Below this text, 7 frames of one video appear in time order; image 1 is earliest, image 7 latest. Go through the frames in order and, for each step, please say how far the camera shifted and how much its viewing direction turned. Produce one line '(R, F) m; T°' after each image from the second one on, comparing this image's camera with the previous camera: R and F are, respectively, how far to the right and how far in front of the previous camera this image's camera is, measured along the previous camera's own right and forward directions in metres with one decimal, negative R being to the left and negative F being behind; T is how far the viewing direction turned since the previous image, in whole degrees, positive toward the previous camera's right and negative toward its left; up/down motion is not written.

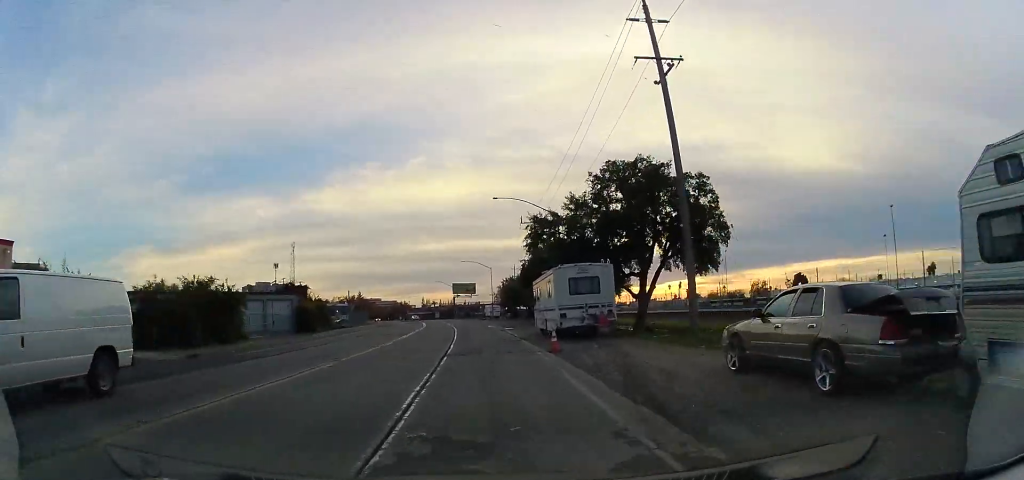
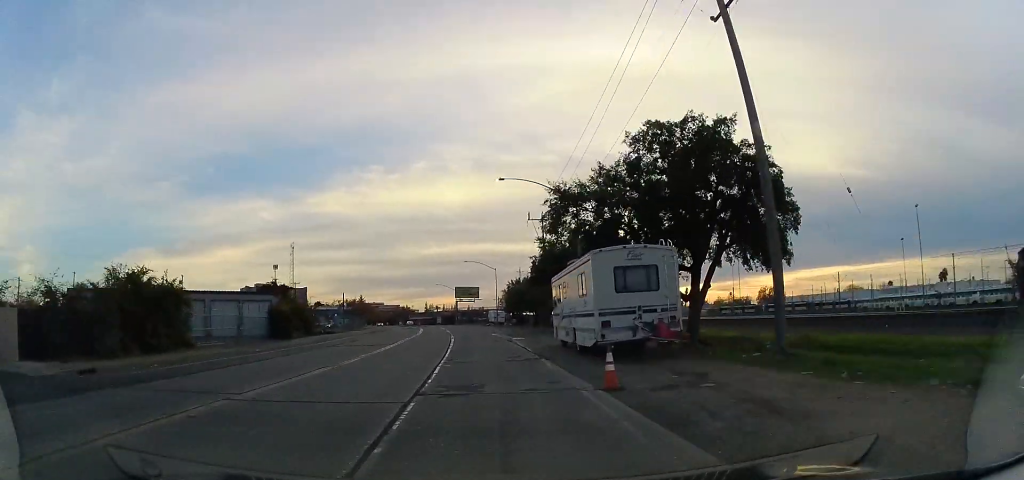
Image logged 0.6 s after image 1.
(-0.1, +7.2) m; -2°
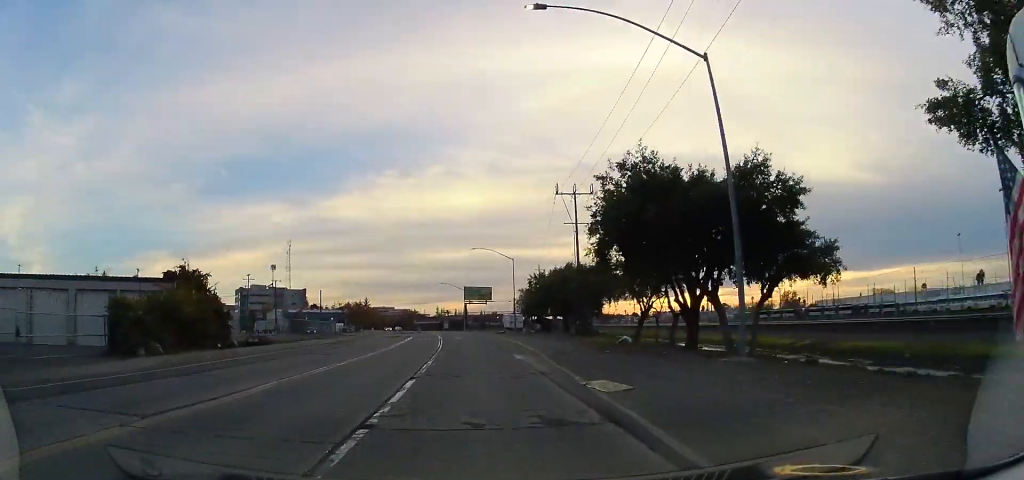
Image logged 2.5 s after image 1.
(-1.1, +21.8) m; -6°
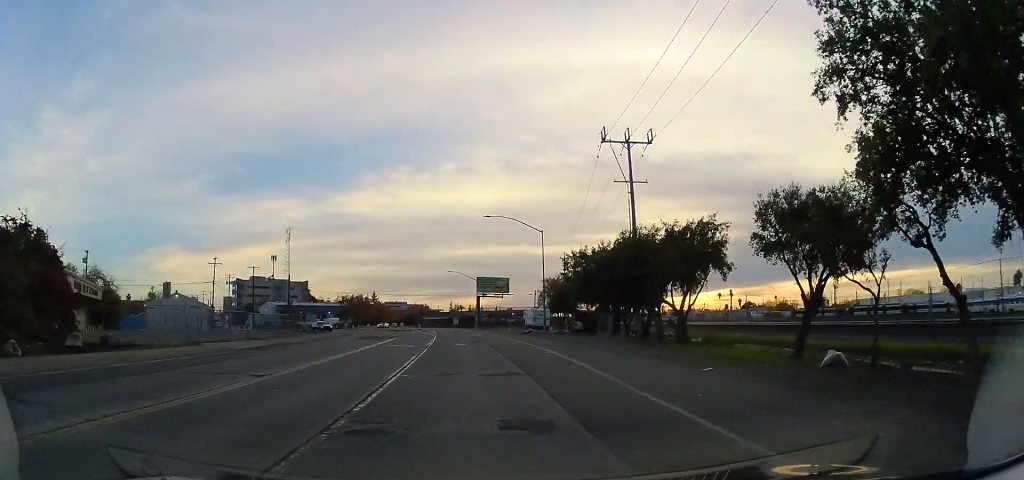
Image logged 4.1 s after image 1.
(-0.1, +19.0) m; +2°
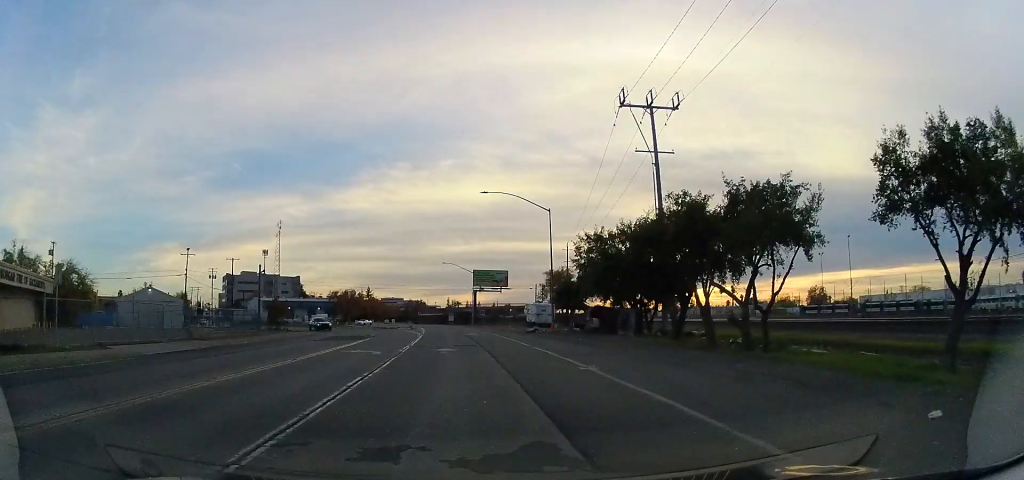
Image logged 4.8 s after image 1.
(+0.2, +7.7) m; 0°
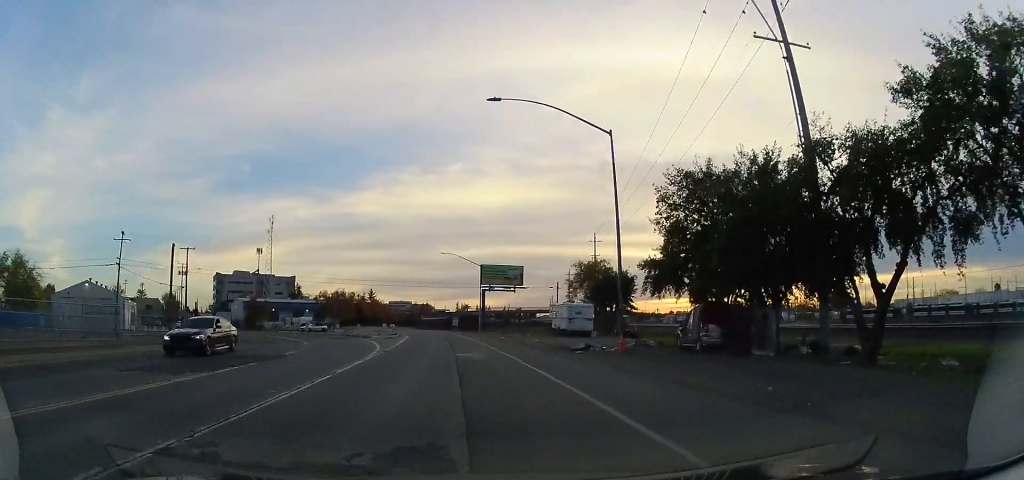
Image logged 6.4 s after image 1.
(-0.5, +18.4) m; -1°
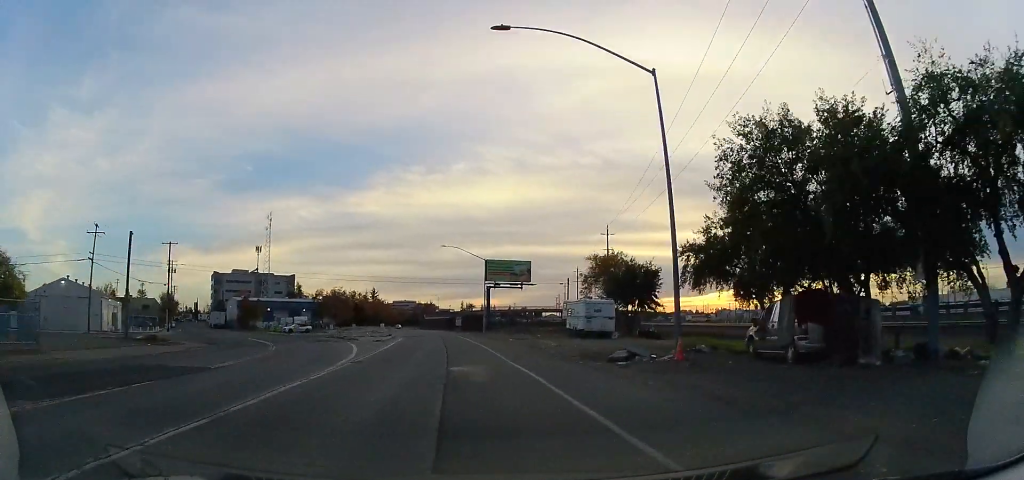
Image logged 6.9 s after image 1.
(+0.3, +5.9) m; +2°
